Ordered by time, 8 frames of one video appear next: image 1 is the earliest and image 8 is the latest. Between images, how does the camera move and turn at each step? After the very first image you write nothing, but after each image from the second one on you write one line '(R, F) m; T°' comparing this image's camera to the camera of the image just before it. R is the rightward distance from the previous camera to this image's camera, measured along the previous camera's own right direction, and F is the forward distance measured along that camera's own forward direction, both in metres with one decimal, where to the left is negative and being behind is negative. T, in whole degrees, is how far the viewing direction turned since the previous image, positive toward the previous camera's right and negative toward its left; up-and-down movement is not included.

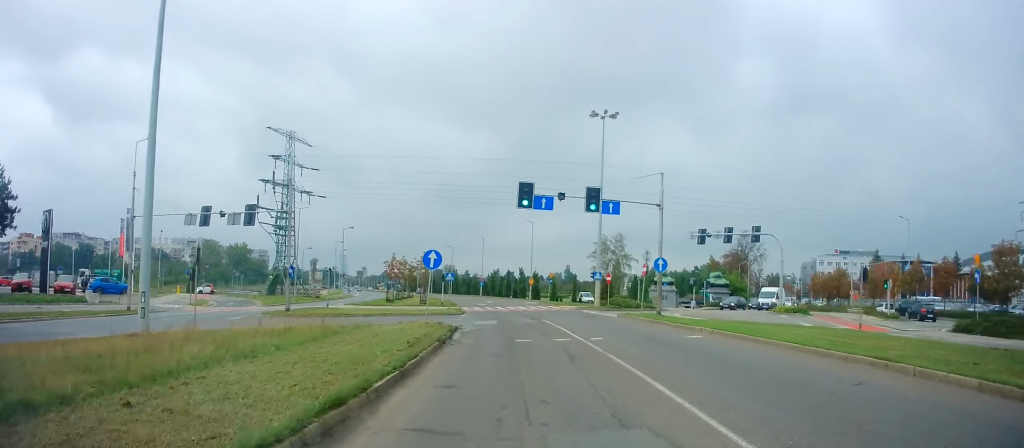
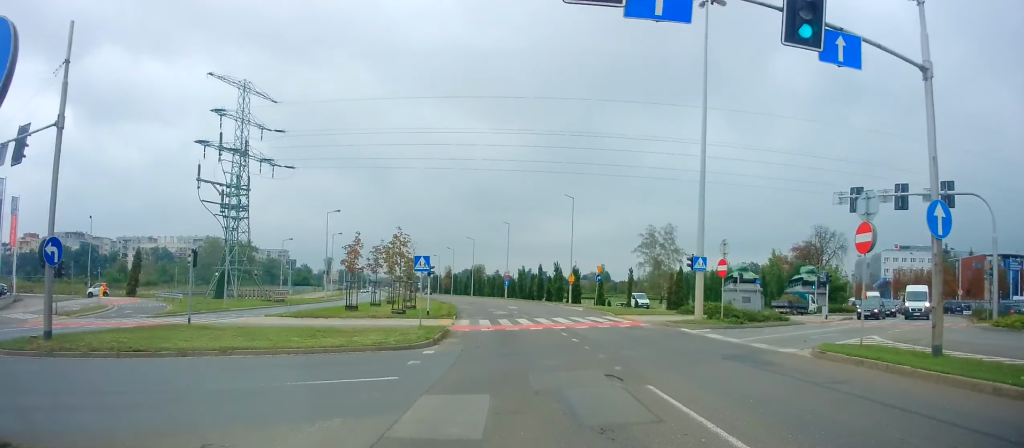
(-0.5, +21.1) m; -2°
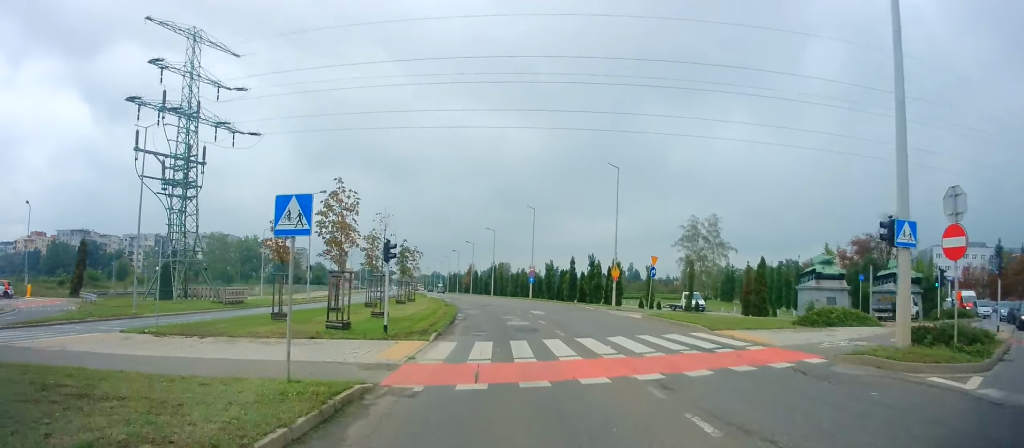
(-0.2, +13.9) m; -3°
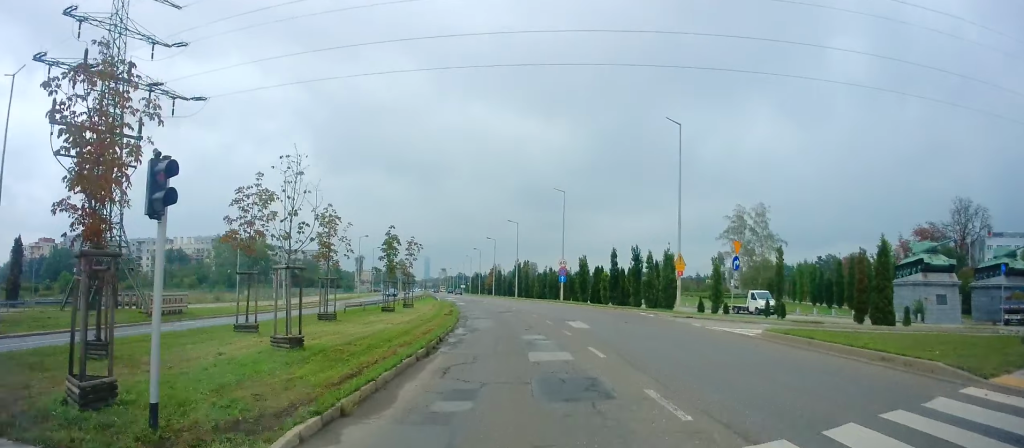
(-0.4, +12.4) m; -3°
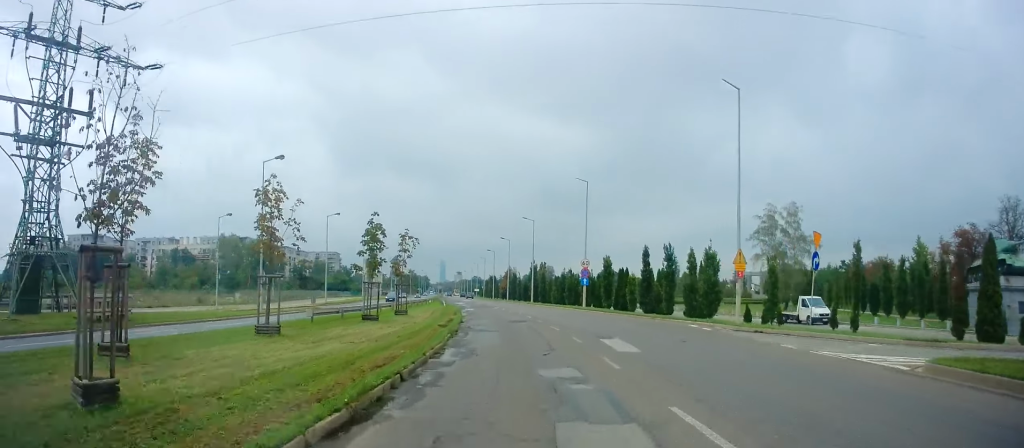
(-0.1, +7.2) m; -1°
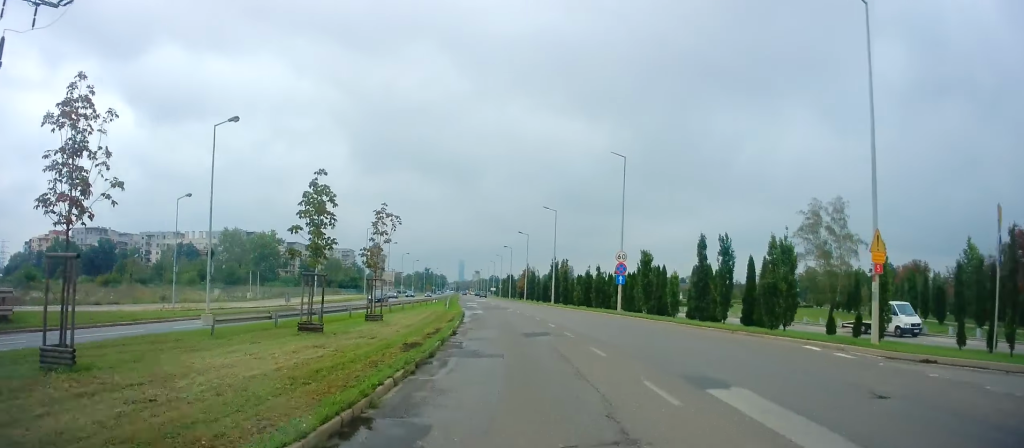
(-0.1, +9.7) m; -1°
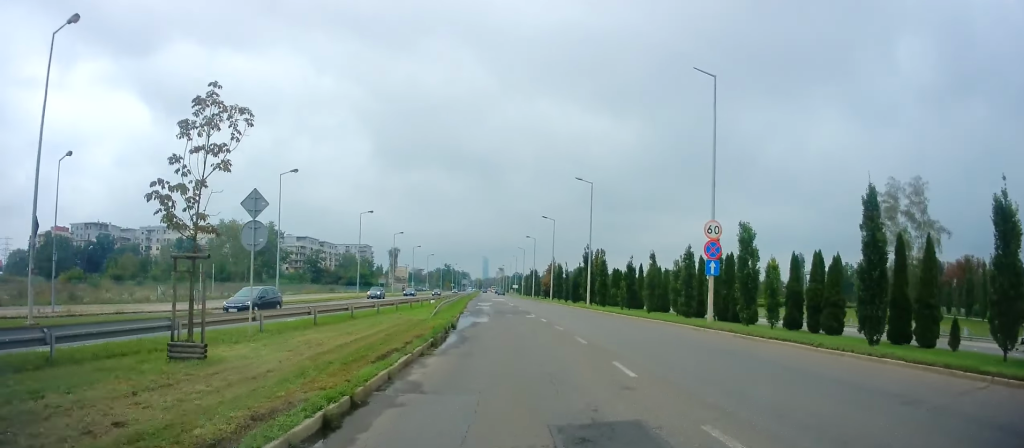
(-0.3, +15.8) m; -3°
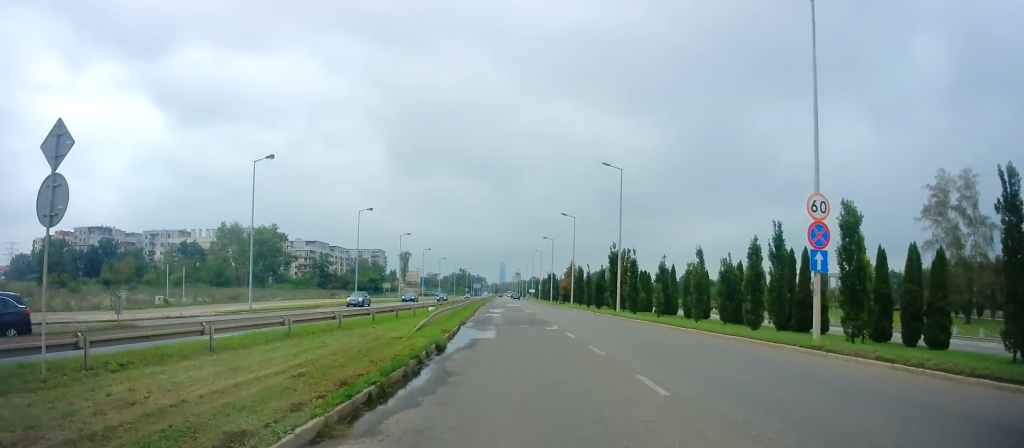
(0.0, +8.1) m; -2°
